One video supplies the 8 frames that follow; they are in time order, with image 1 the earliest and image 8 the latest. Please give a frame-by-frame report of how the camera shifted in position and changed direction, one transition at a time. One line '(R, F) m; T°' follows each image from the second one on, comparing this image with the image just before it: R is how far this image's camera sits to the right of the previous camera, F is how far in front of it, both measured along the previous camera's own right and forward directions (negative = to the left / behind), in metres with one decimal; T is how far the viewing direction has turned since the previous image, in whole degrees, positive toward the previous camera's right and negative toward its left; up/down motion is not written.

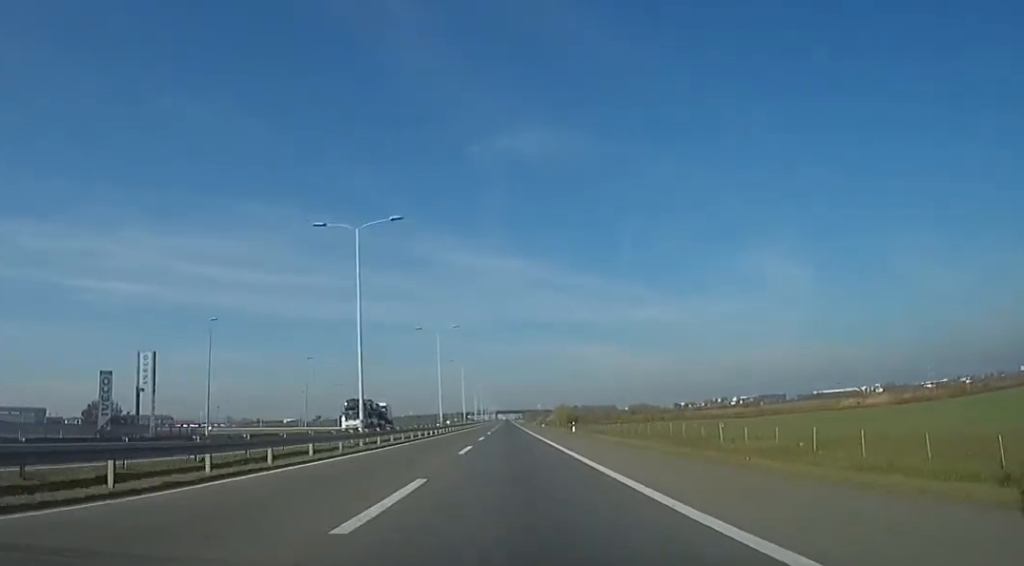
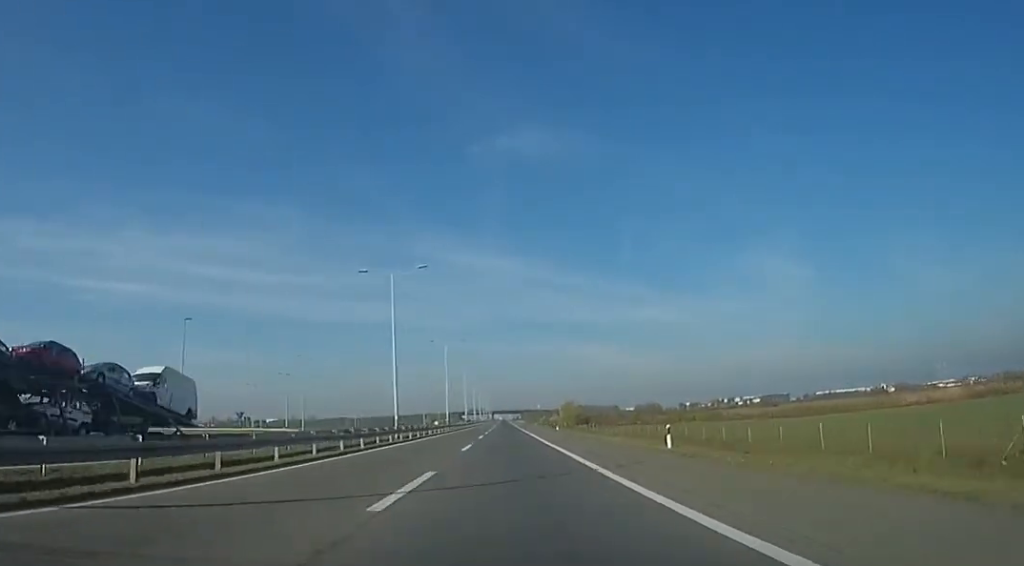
(0.0, +31.2) m; 0°
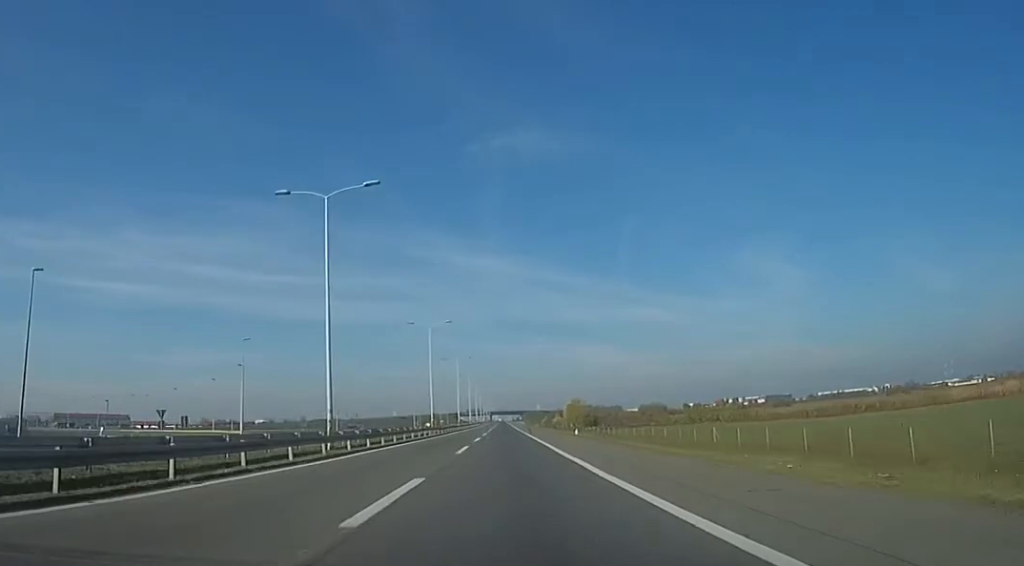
(0.0, +18.2) m; 0°
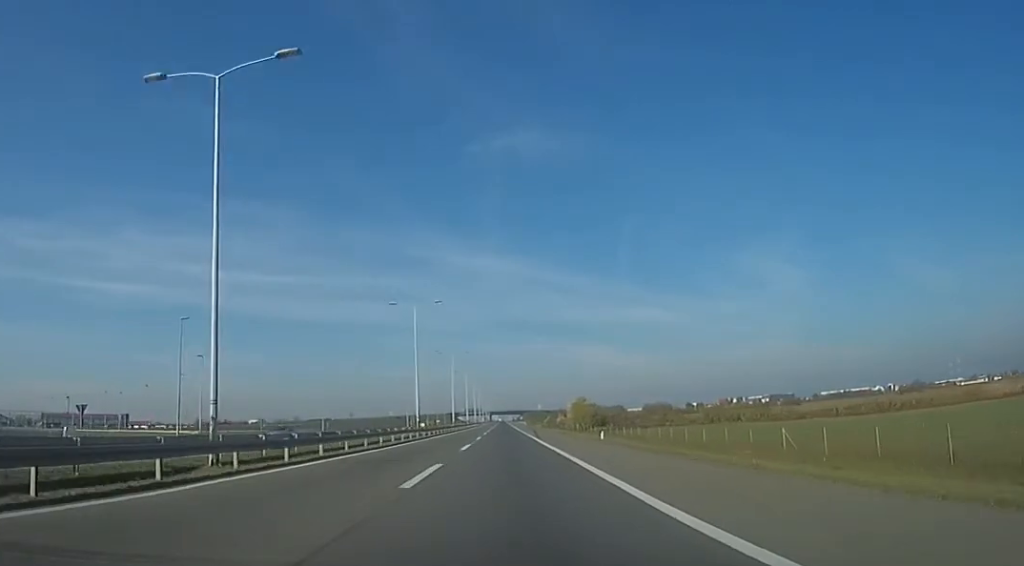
(0.0, +12.5) m; 0°
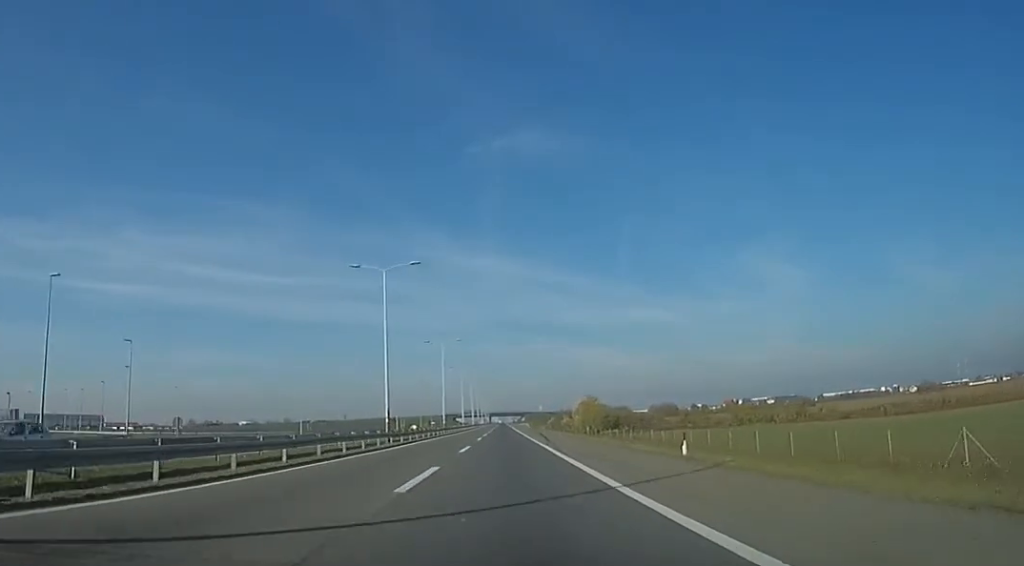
(0.0, +16.1) m; 0°
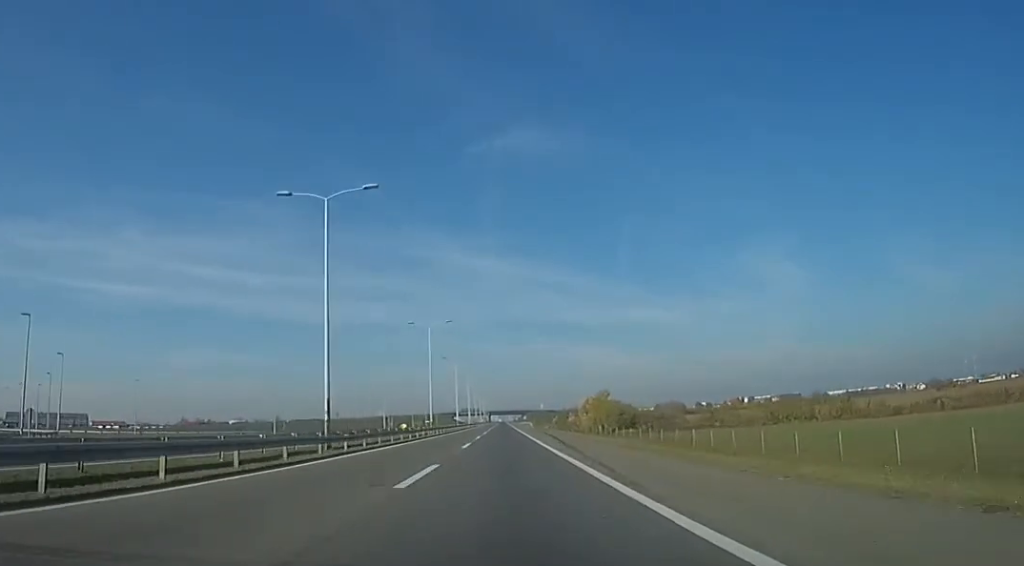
(-0.1, +15.6) m; 0°
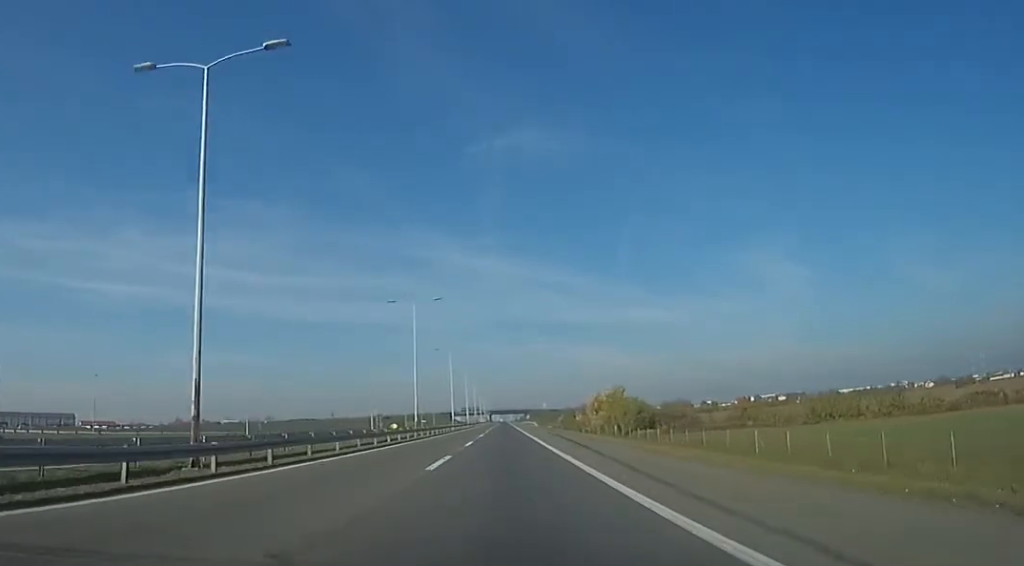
(-0.2, +13.5) m; 0°
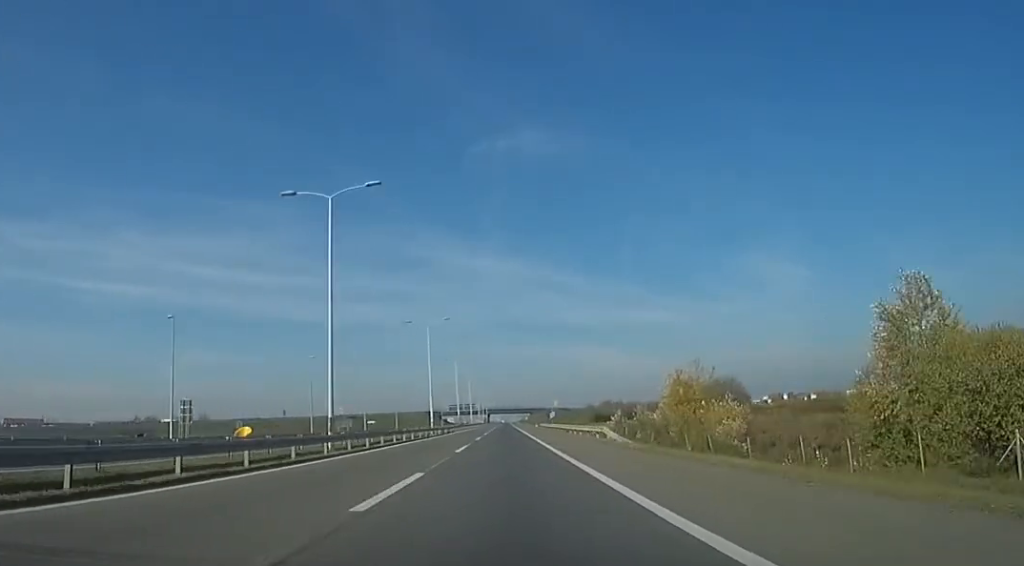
(+0.9, +74.0) m; 0°
